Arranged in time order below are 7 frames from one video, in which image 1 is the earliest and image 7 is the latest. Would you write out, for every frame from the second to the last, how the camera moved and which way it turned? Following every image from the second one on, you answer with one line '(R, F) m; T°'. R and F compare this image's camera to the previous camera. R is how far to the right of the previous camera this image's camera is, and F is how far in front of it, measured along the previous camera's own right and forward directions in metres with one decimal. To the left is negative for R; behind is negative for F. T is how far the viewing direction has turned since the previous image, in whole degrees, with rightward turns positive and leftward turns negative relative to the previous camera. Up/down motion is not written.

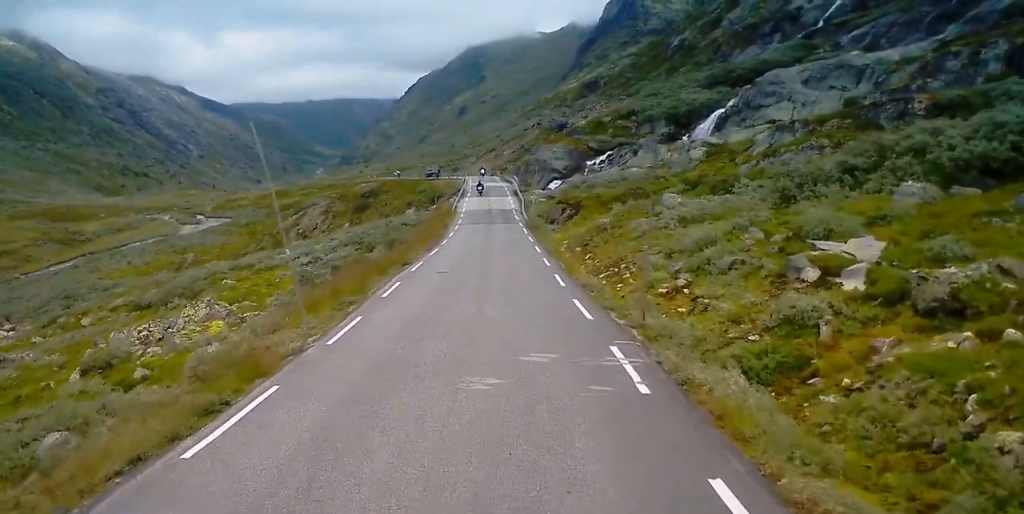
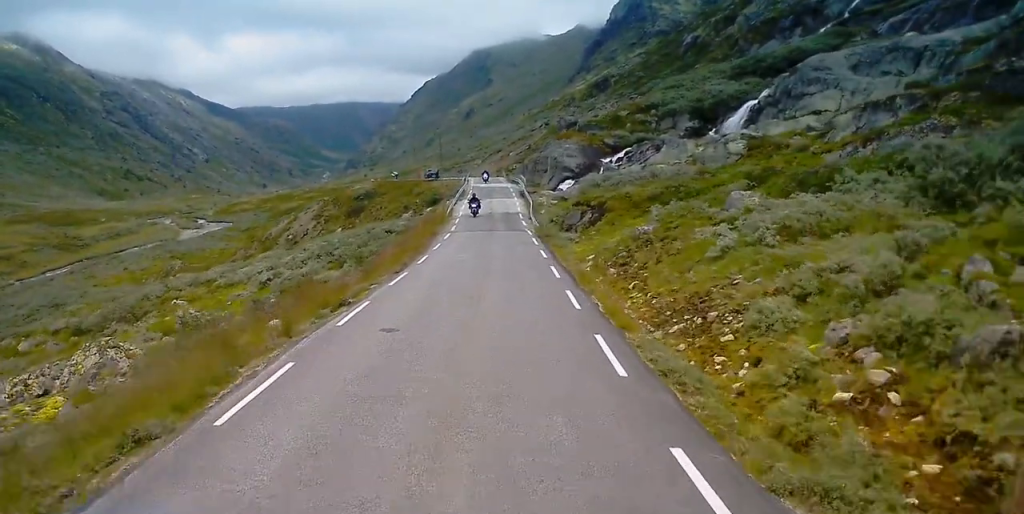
(+0.2, +11.1) m; +1°
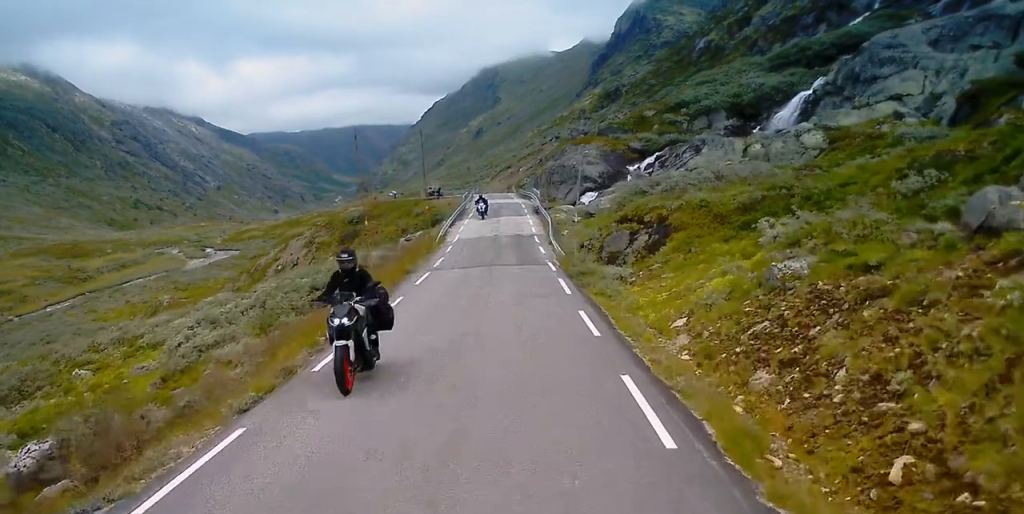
(-0.6, +14.8) m; -3°
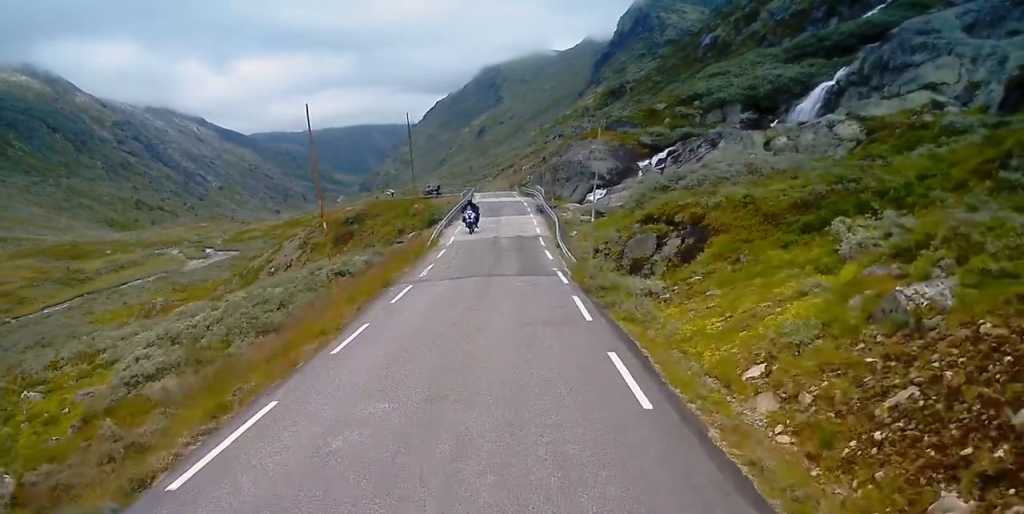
(0.0, +5.0) m; 0°
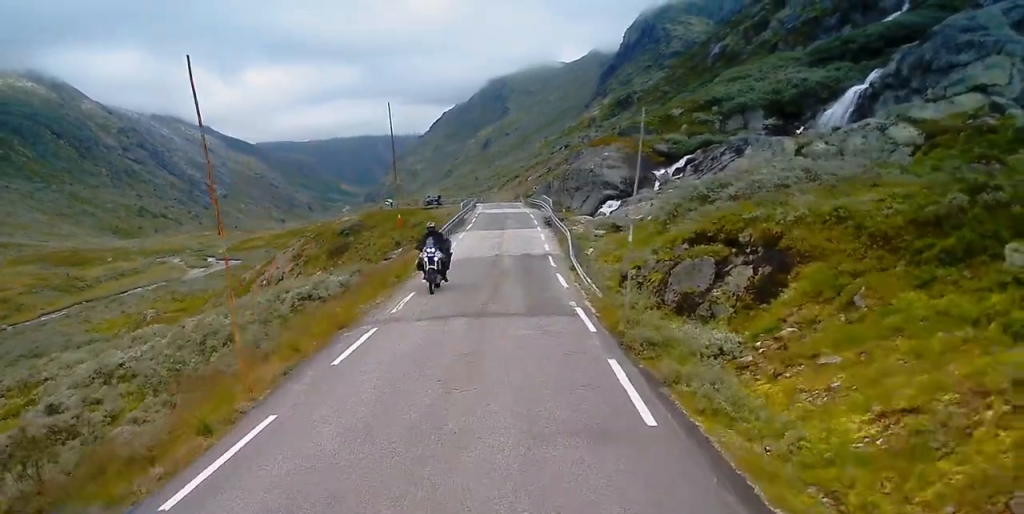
(+0.2, +6.5) m; -1°
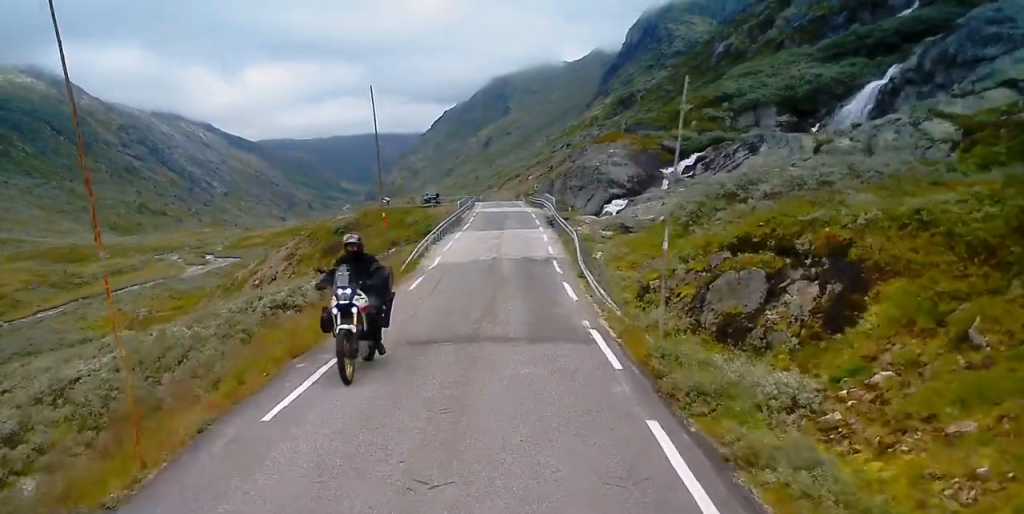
(-0.1, +3.7) m; -1°
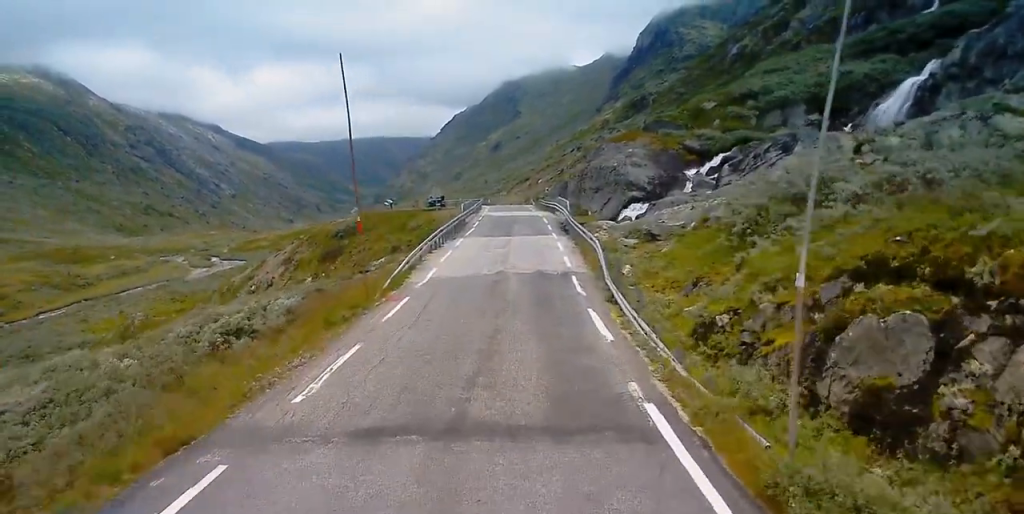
(-0.1, +5.8) m; 0°
